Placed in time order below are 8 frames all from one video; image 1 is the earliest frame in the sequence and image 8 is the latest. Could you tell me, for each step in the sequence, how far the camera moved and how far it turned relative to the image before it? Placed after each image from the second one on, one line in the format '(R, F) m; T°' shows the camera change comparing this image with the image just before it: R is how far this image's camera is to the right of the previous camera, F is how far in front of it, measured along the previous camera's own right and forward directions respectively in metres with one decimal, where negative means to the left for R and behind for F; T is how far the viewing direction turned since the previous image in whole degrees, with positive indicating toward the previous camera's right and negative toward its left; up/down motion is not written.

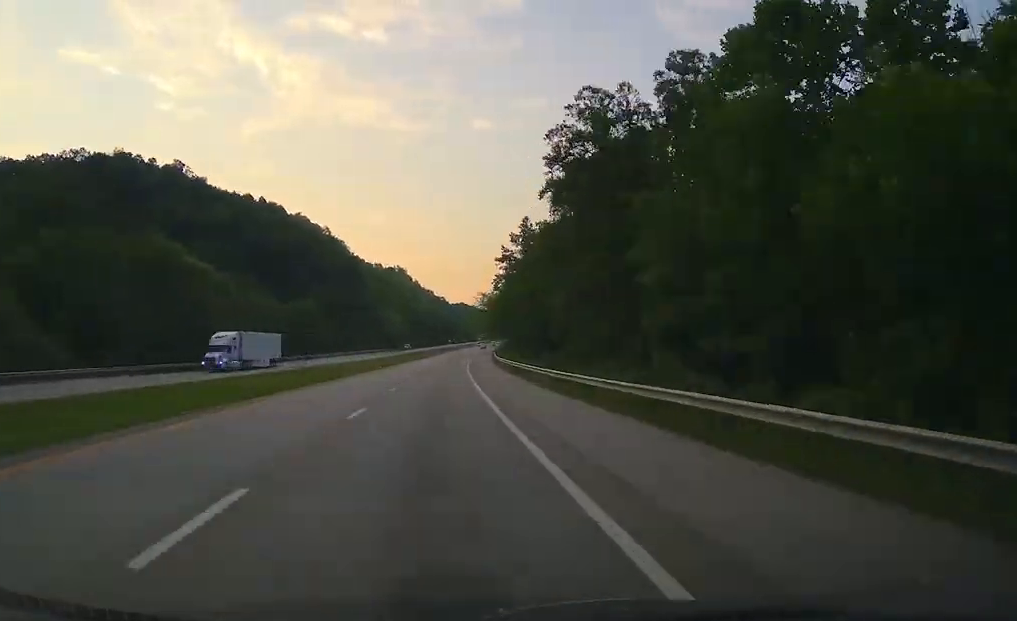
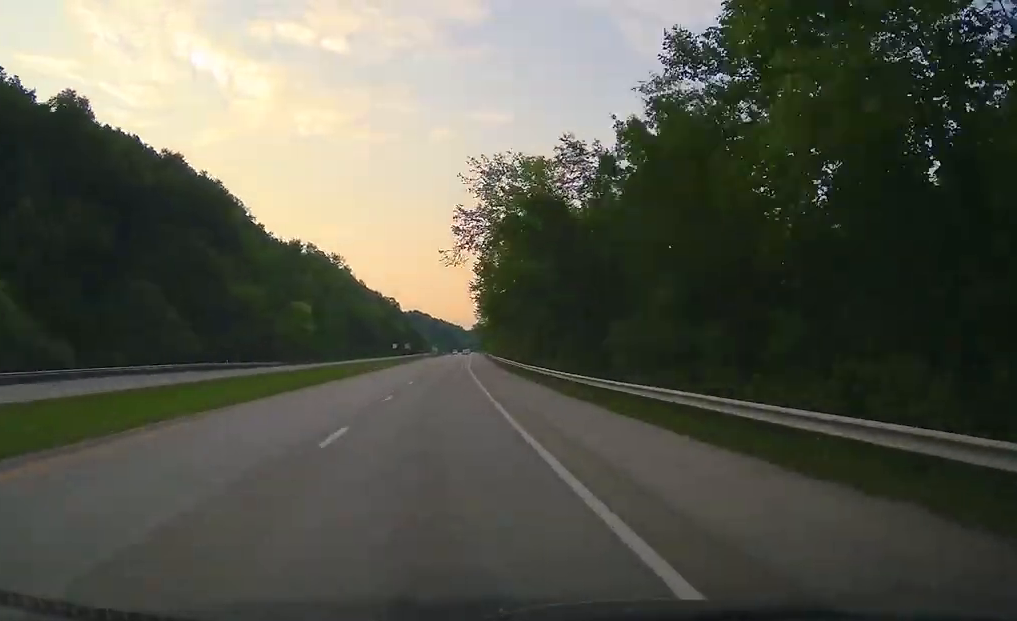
(+4.1, +144.5) m; +3°
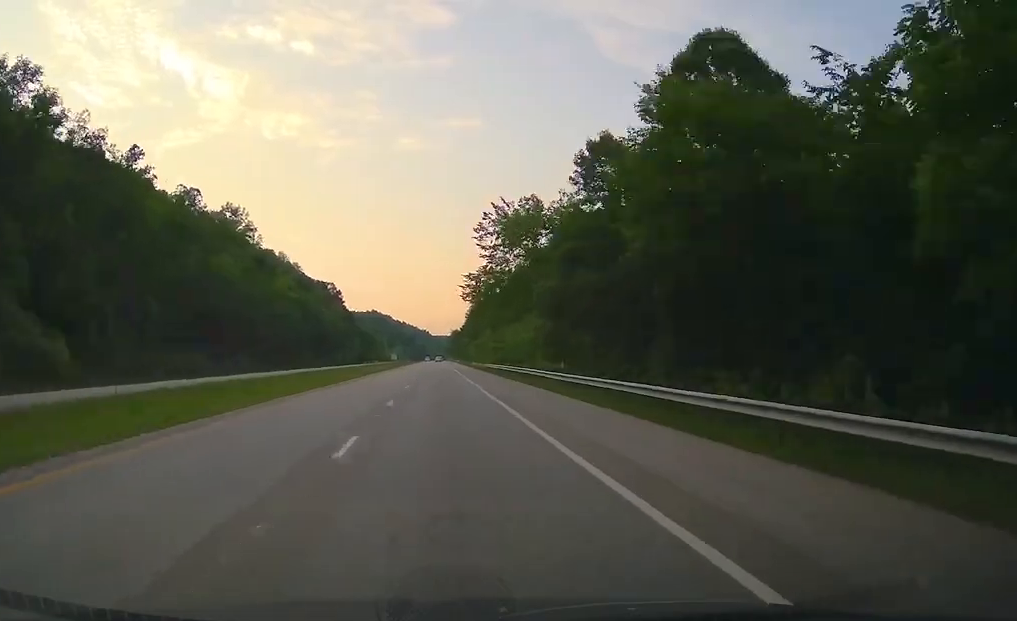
(+2.7, +111.3) m; +2°
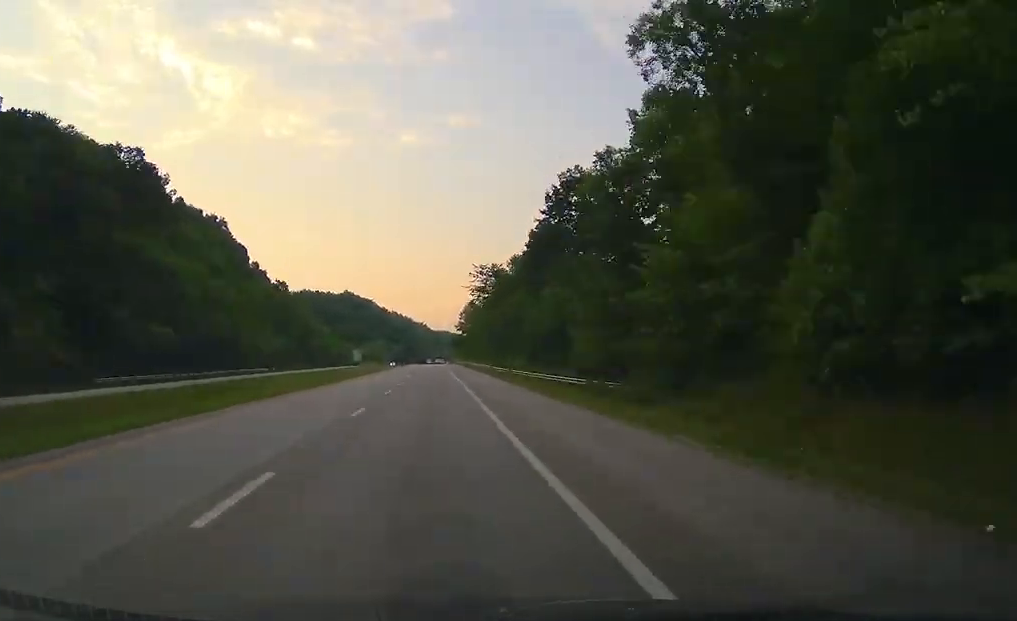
(-0.6, +211.8) m; 0°
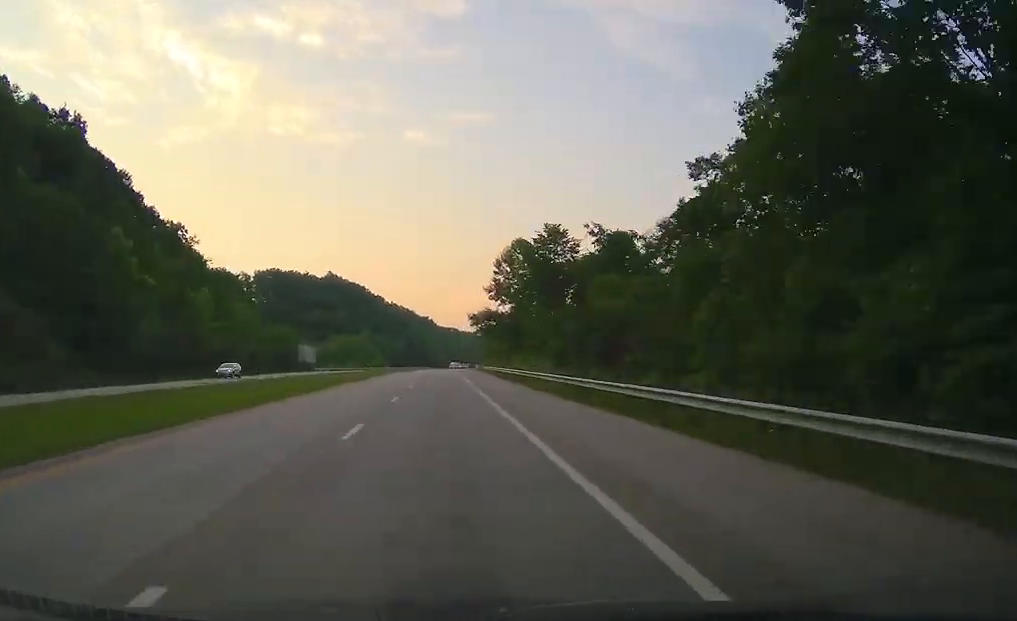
(+0.1, +116.2) m; +1°
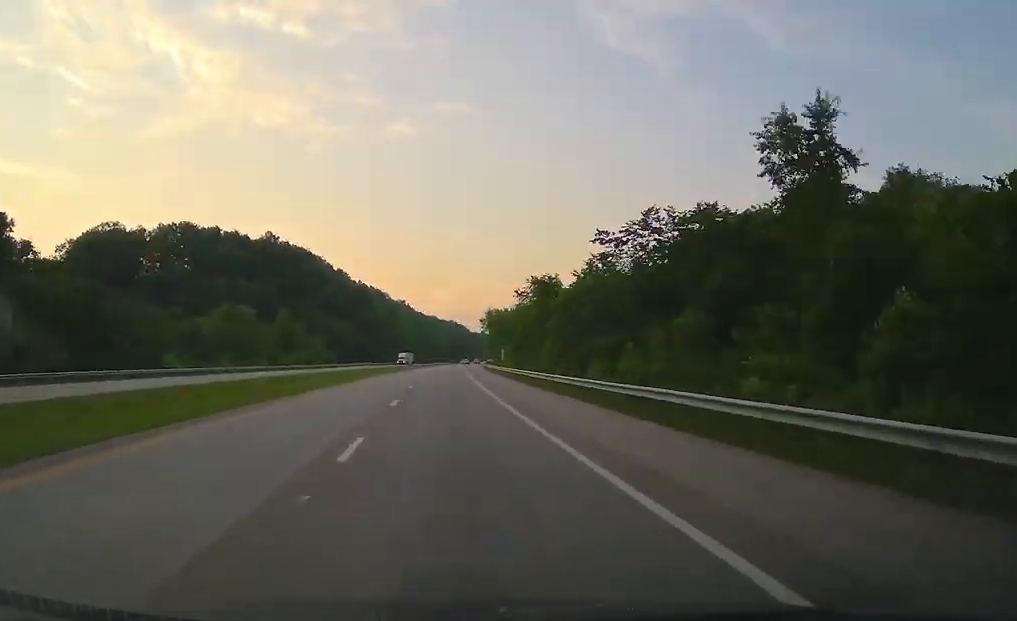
(+1.5, +122.2) m; +2°
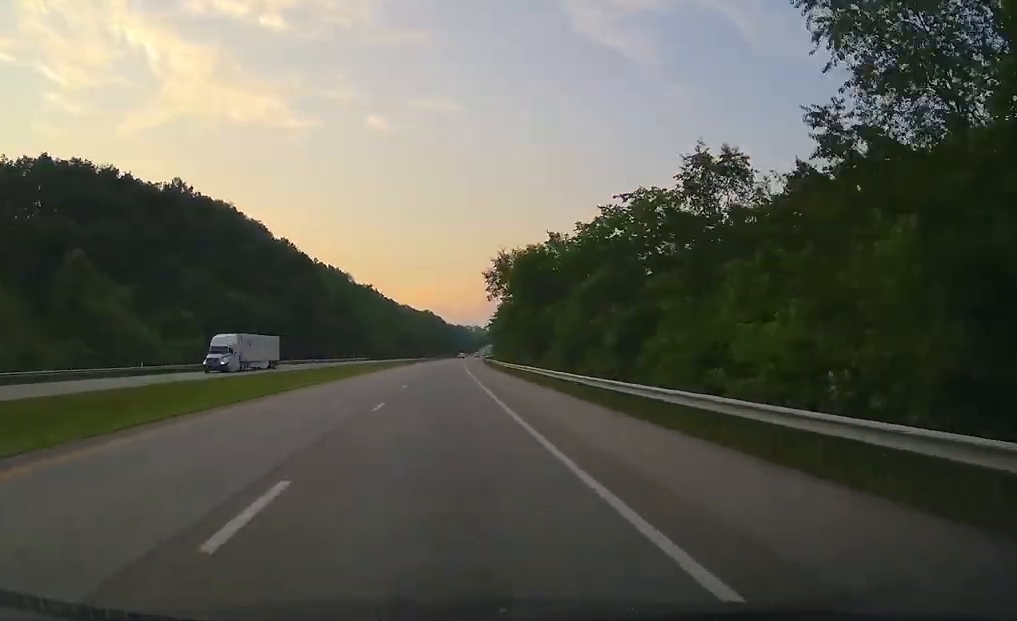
(+1.8, +104.9) m; +3°
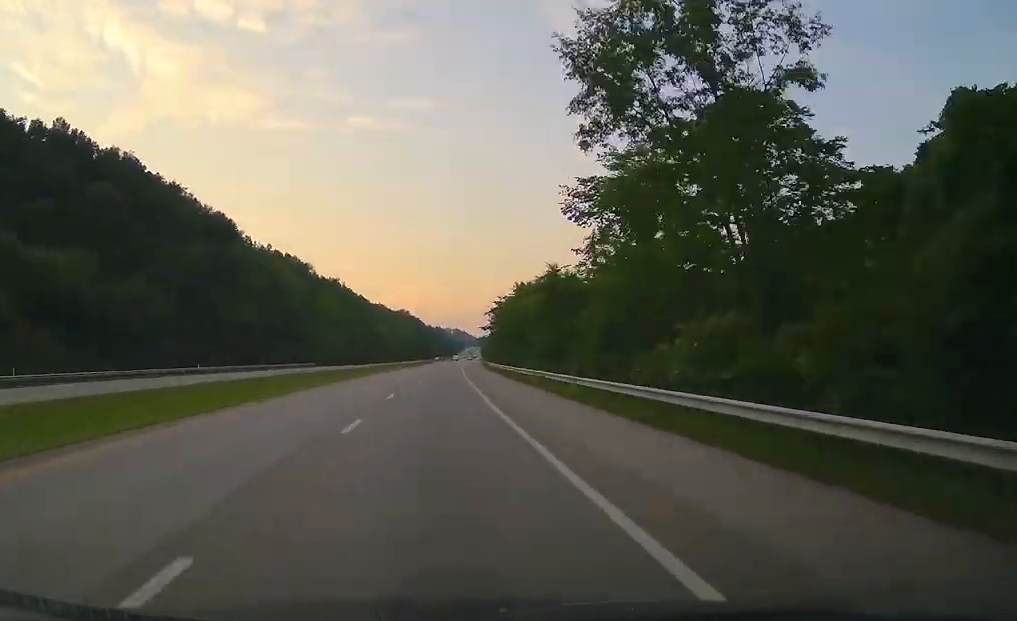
(+2.3, +94.4) m; +1°
